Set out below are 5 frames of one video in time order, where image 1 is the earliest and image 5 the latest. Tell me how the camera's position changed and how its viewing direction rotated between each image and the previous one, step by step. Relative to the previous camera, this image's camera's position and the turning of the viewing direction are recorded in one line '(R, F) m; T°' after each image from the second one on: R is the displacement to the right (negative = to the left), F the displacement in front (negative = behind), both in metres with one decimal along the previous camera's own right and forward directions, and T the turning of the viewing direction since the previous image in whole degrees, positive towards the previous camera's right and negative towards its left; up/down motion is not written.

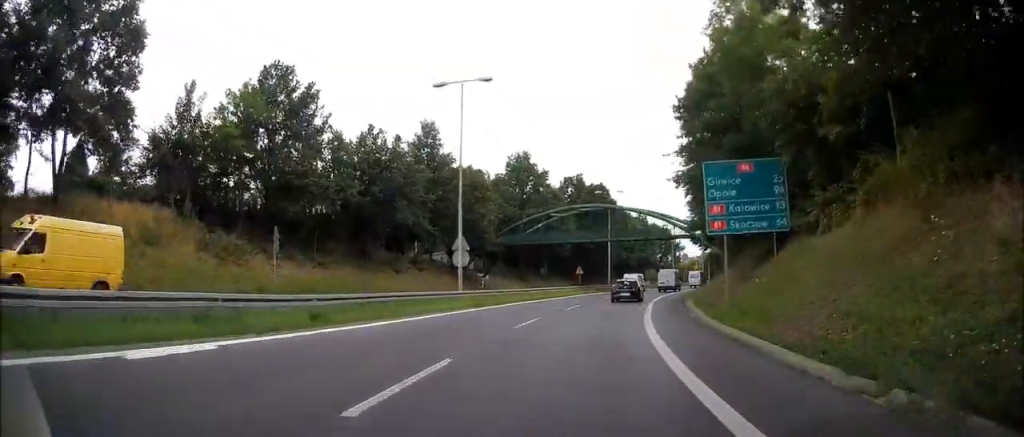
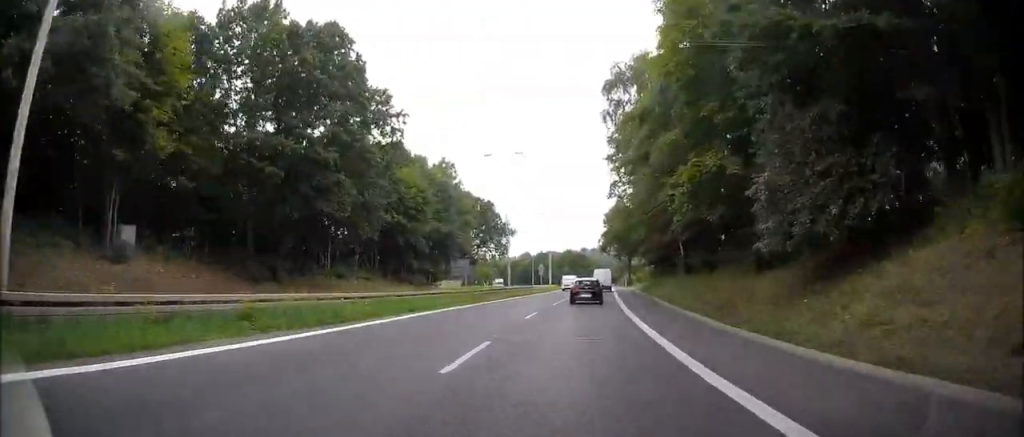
(+9.4, +66.5) m; +15°
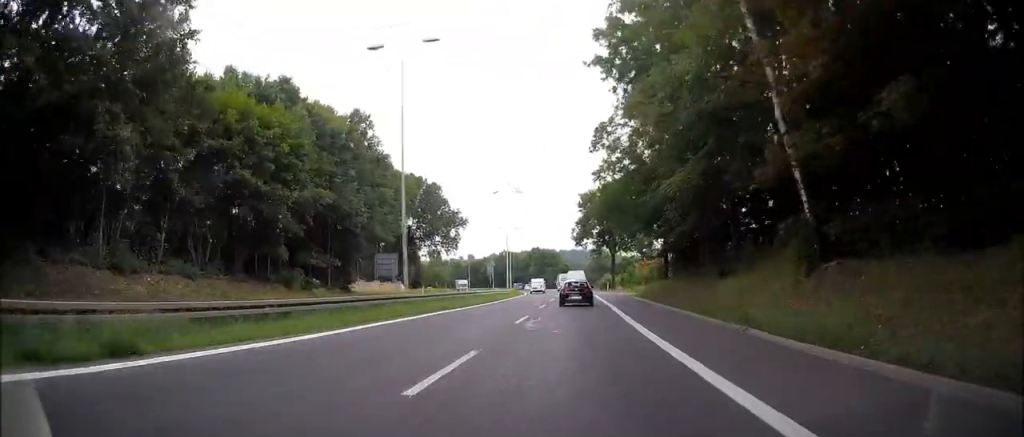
(+0.8, +25.6) m; +4°
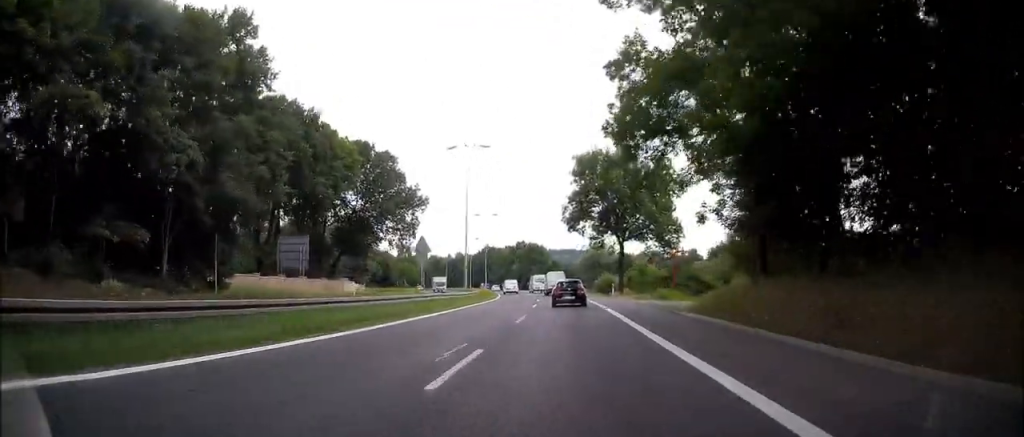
(+0.6, +23.9) m; +2°
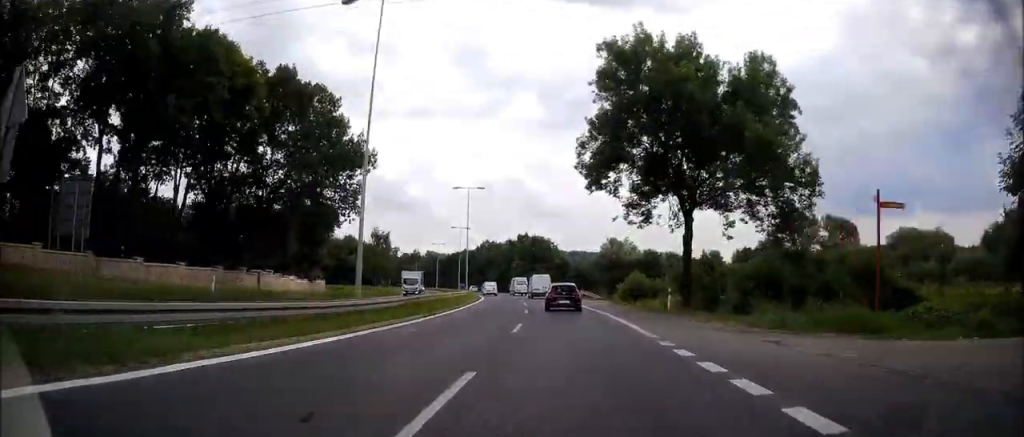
(0.0, +27.3) m; 0°
